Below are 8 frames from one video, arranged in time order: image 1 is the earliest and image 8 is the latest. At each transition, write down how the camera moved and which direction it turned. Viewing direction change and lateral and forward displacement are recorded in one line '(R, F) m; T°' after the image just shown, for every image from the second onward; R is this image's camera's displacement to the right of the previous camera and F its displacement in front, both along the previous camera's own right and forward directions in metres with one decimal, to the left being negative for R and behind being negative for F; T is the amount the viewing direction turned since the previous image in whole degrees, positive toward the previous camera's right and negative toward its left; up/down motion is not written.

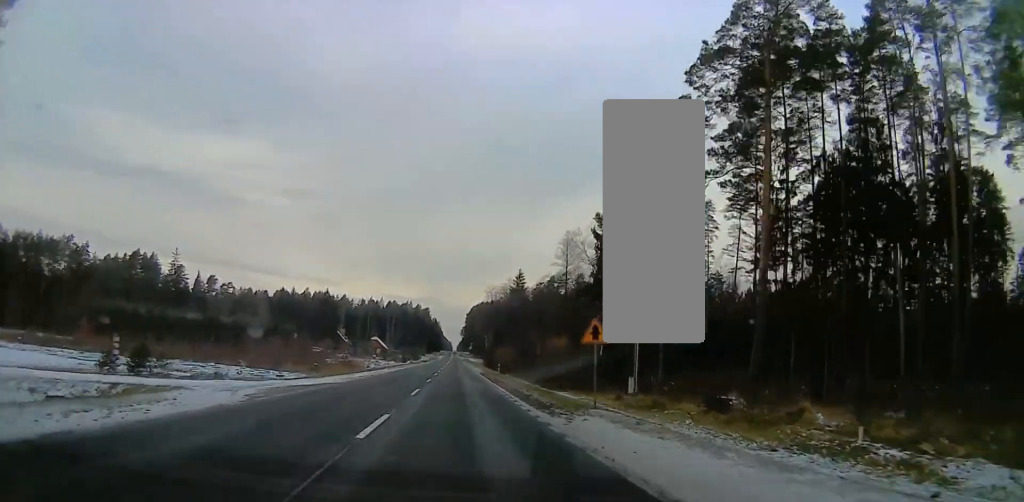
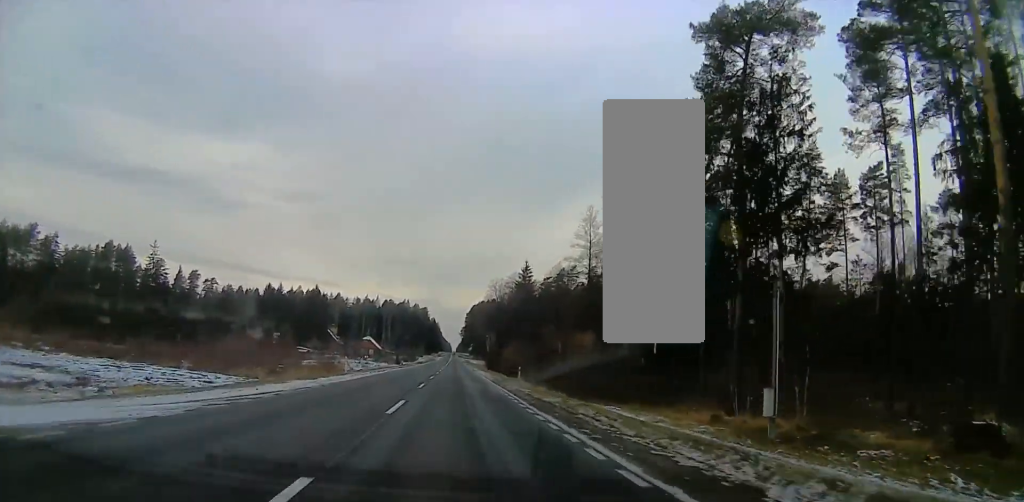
(0.0, +19.9) m; 0°
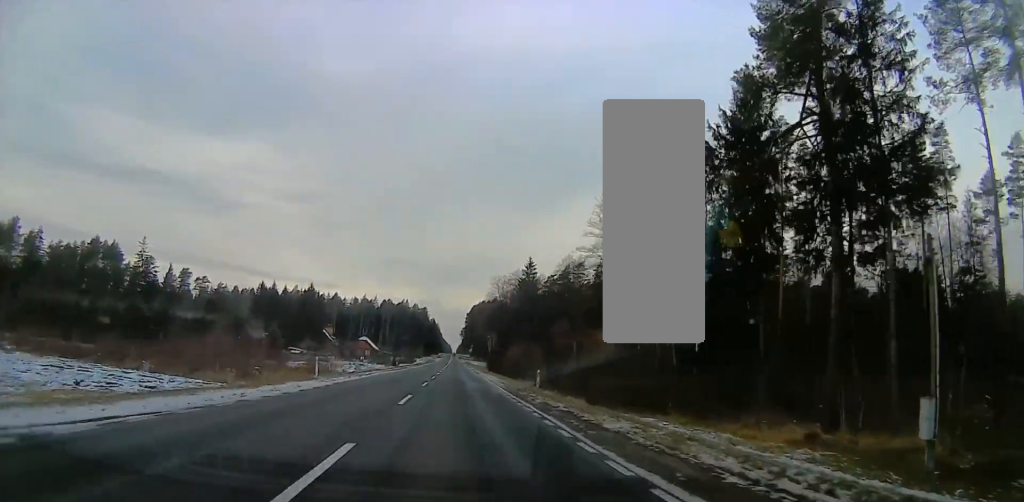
(0.0, +9.4) m; 0°
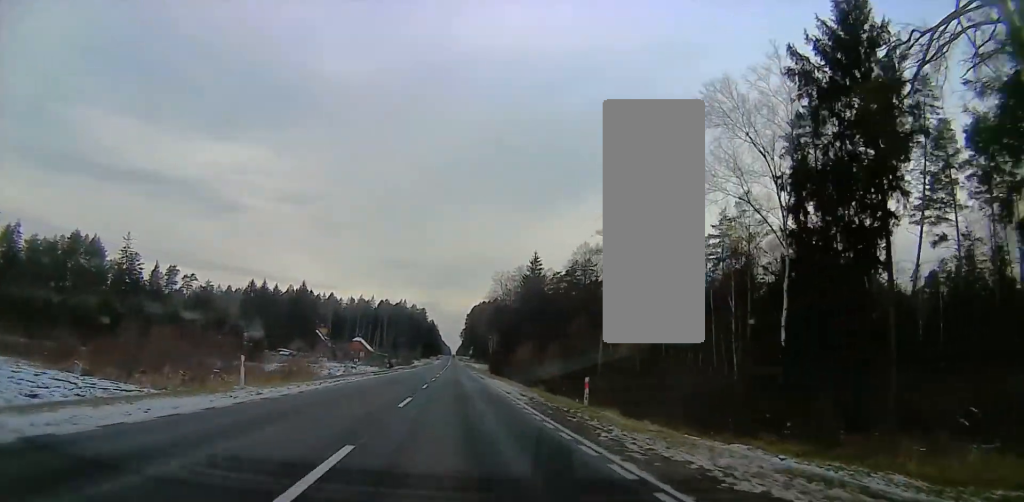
(0.0, +11.8) m; 0°
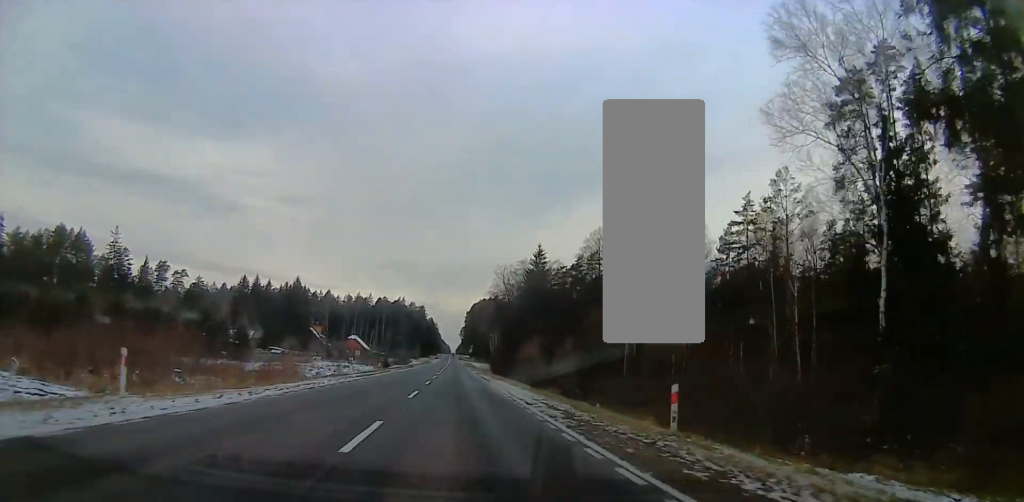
(0.0, +8.3) m; 0°
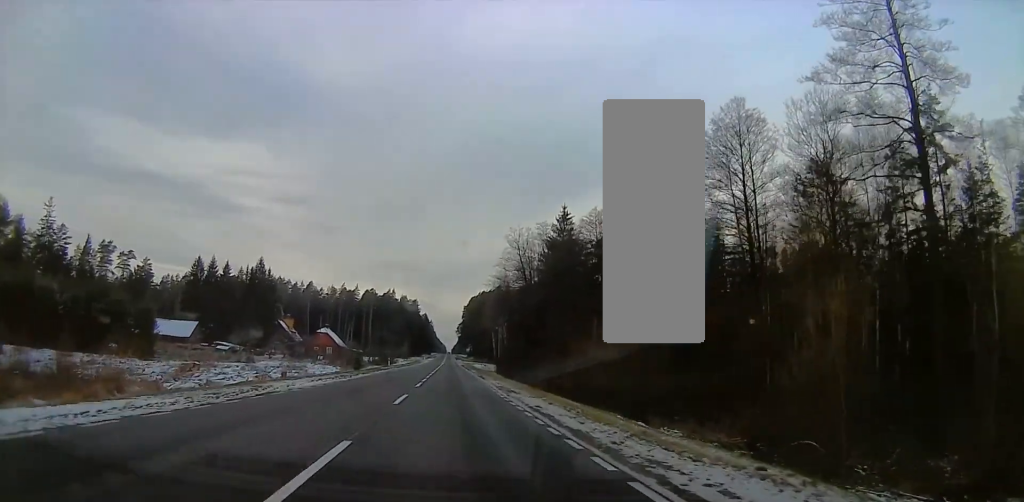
(0.0, +38.6) m; 0°
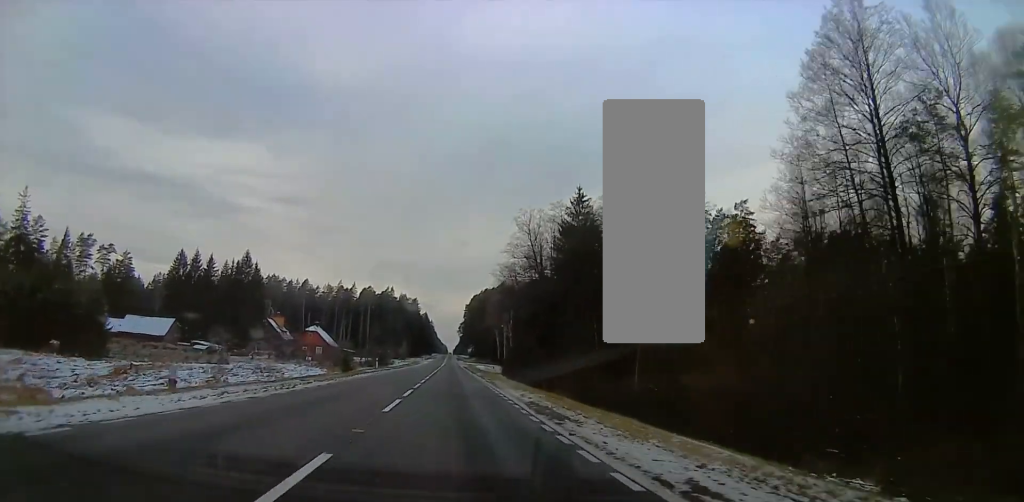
(0.0, +12.9) m; 0°
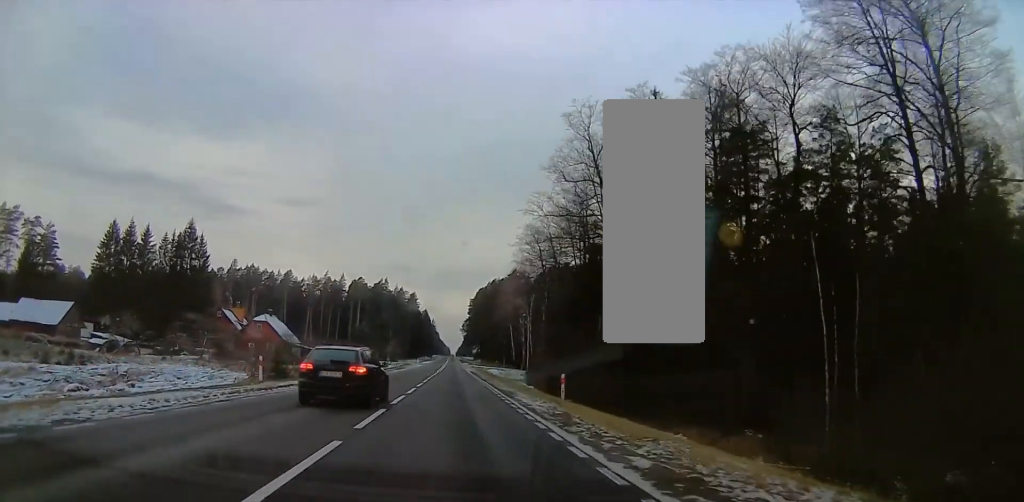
(0.0, +39.6) m; 0°
